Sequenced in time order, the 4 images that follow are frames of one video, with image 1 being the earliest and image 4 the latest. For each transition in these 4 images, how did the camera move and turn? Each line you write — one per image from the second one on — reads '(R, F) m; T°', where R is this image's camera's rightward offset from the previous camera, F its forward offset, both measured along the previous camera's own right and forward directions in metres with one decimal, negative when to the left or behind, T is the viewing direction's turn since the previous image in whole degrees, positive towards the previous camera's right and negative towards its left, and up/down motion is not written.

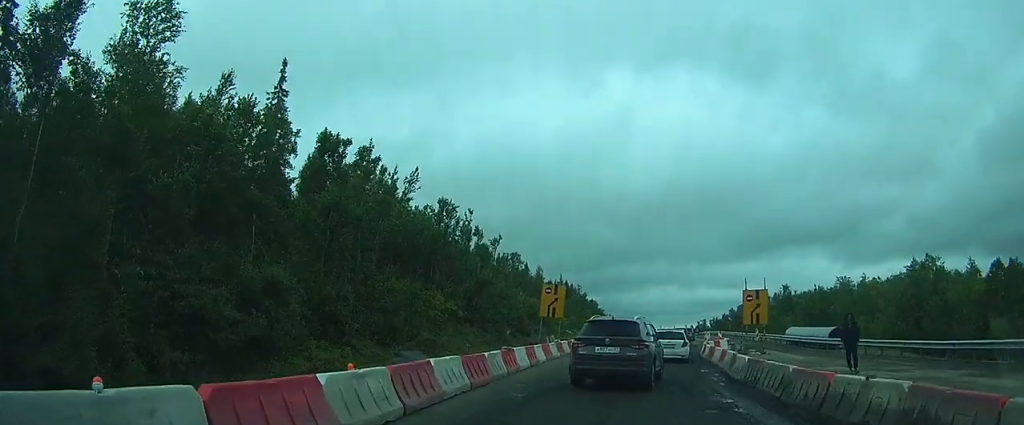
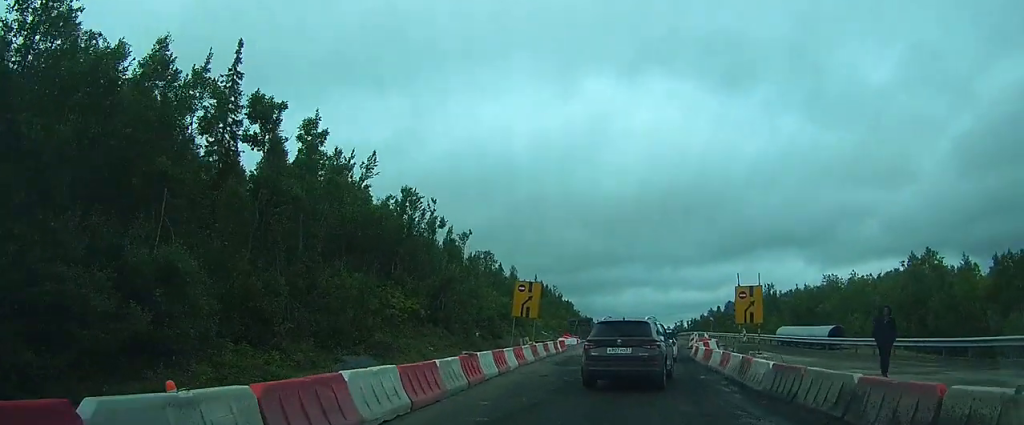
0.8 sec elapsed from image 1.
(0.0, +2.9) m; +2°
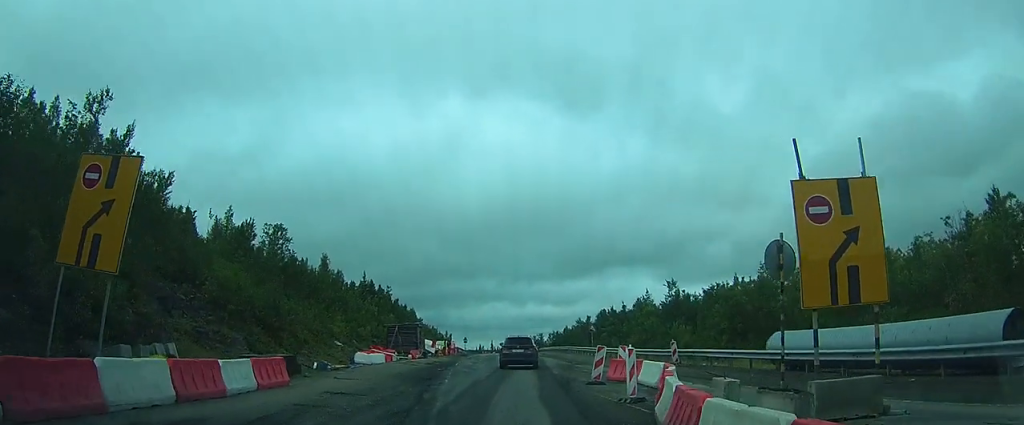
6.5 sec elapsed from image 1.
(+3.0, +25.9) m; +4°
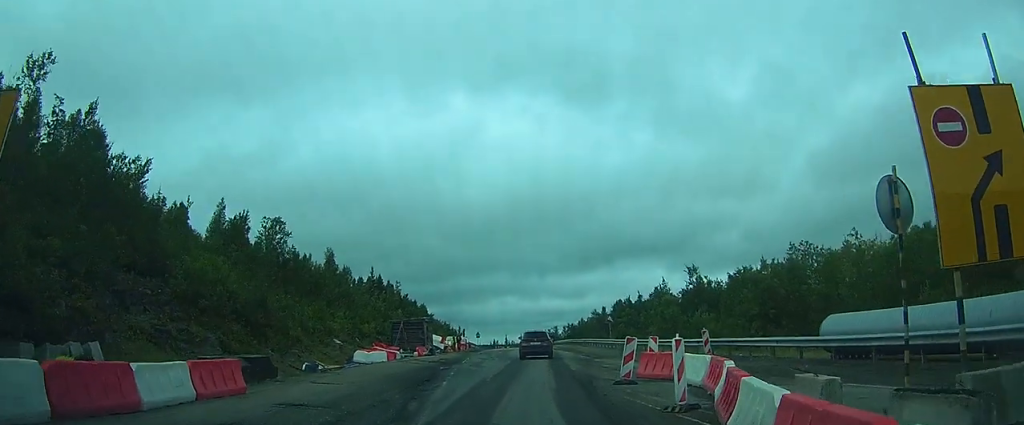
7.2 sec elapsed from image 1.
(0.0, +3.4) m; 0°
